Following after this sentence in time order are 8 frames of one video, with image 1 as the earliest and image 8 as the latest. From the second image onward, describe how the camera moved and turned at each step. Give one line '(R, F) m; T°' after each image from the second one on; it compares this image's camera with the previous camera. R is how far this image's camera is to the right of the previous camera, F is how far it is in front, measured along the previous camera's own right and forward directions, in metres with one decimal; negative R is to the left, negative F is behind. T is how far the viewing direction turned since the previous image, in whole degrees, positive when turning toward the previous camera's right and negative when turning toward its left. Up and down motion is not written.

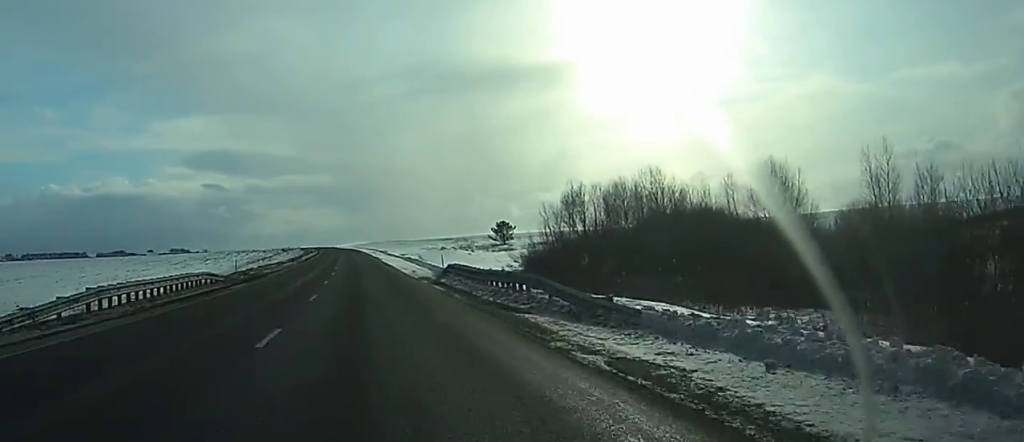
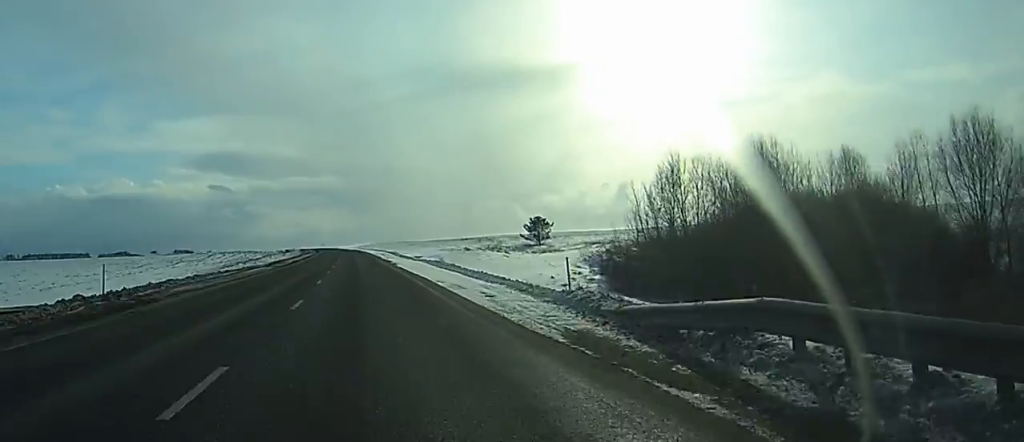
(0.0, +29.7) m; 0°
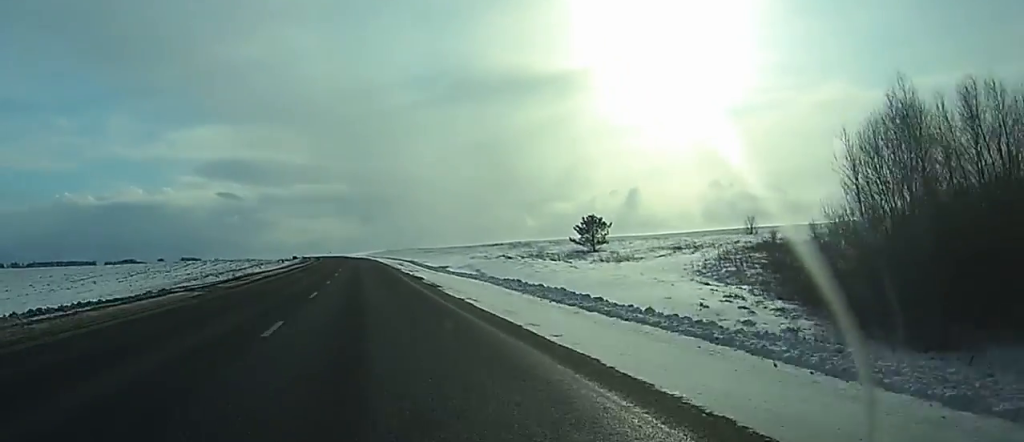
(-0.2, +29.6) m; -1°
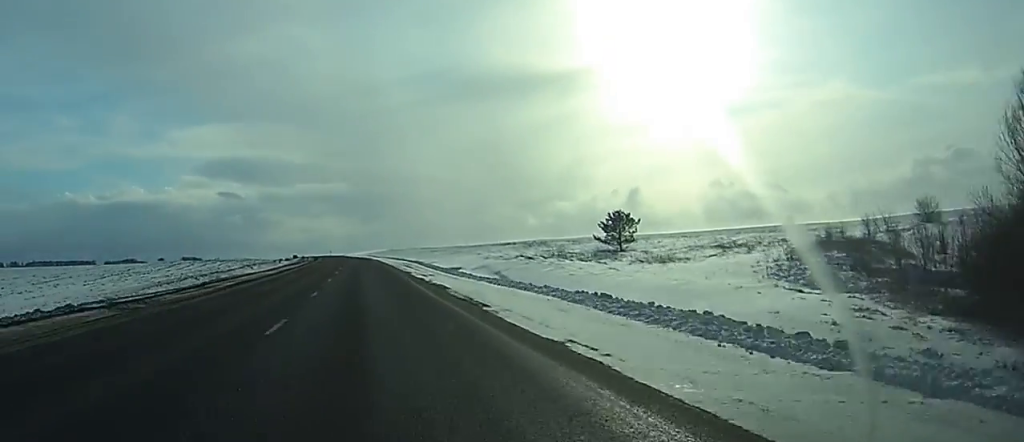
(-0.1, +11.8) m; 0°
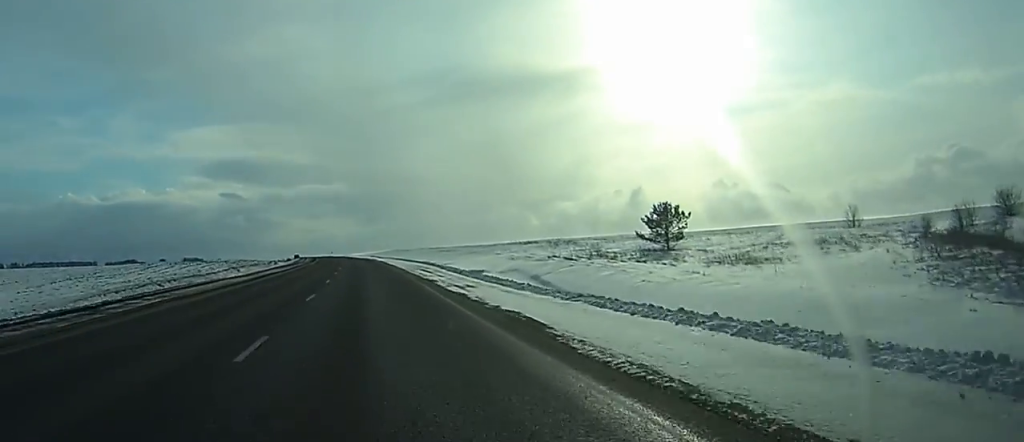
(-0.1, +15.8) m; 0°
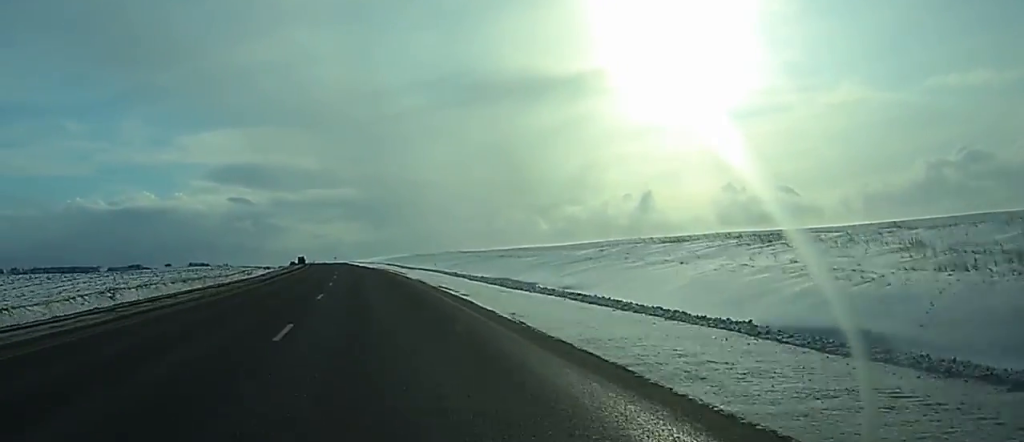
(0.0, +58.2) m; 0°
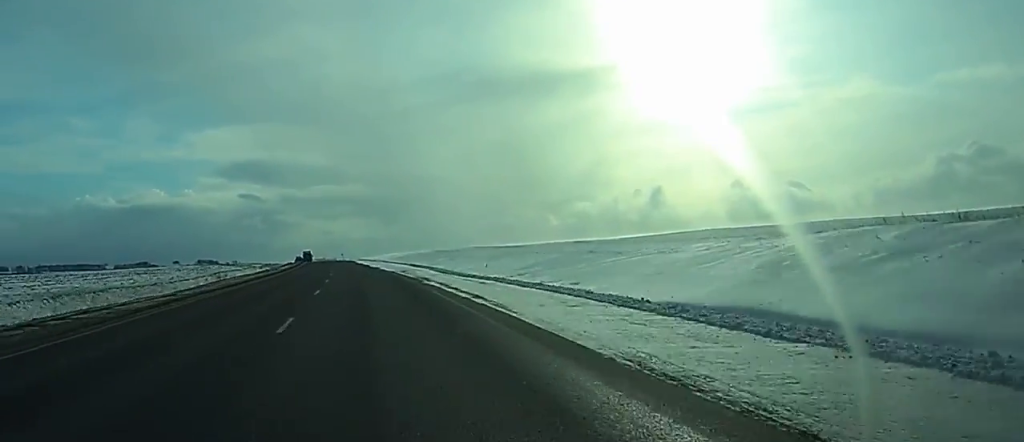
(-0.4, +35.6) m; -1°
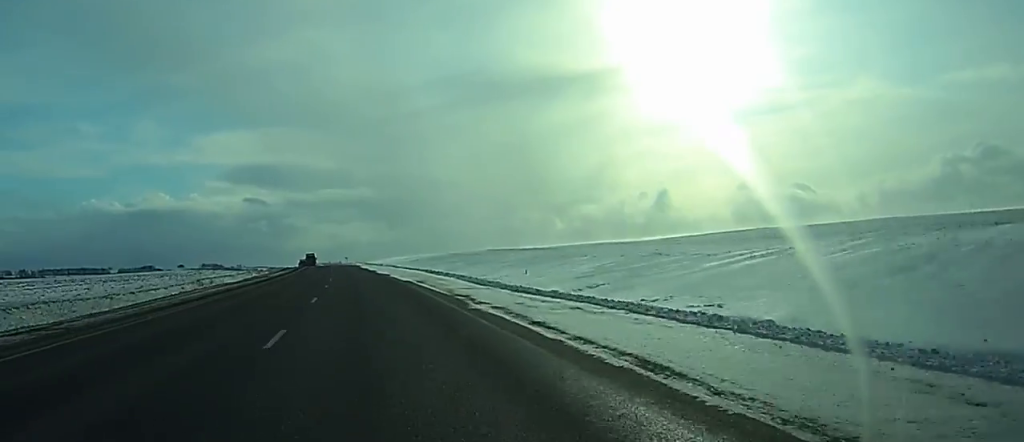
(0.0, +13.9) m; 0°
